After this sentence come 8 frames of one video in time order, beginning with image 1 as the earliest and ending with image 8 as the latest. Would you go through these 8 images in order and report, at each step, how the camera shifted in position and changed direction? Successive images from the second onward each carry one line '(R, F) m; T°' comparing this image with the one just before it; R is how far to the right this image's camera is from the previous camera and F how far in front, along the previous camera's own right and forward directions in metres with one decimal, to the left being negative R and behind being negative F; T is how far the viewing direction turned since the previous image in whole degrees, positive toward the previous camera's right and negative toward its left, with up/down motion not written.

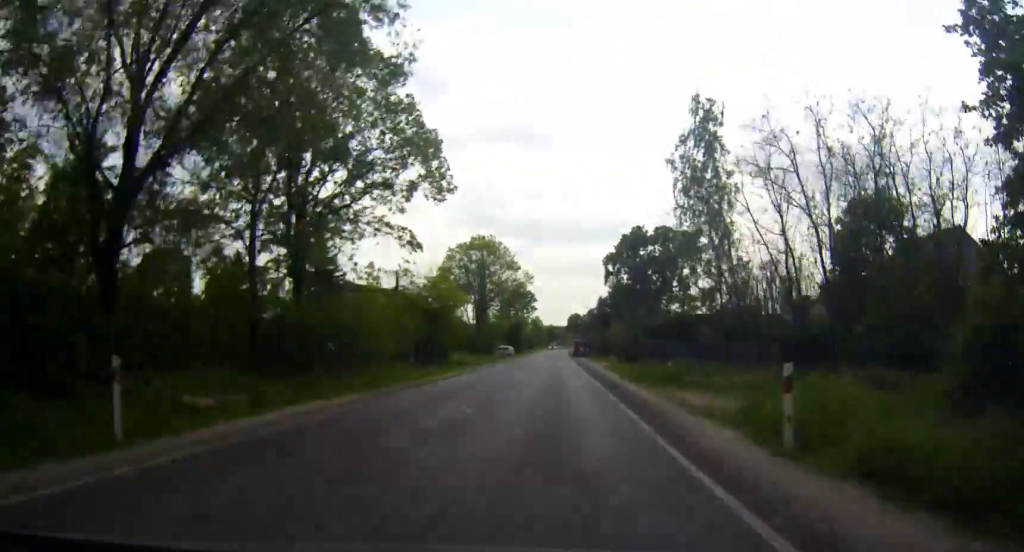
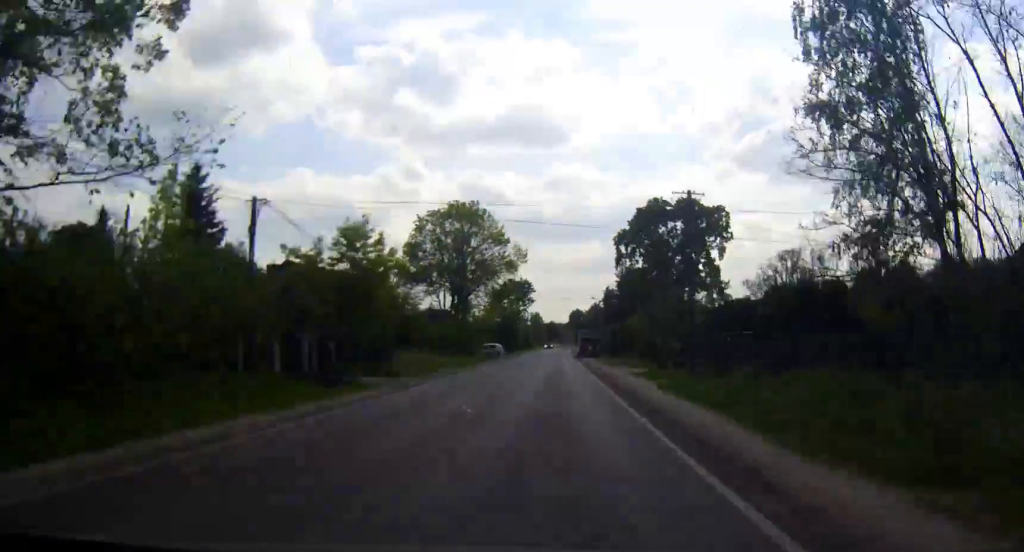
(+0.1, +23.7) m; 0°
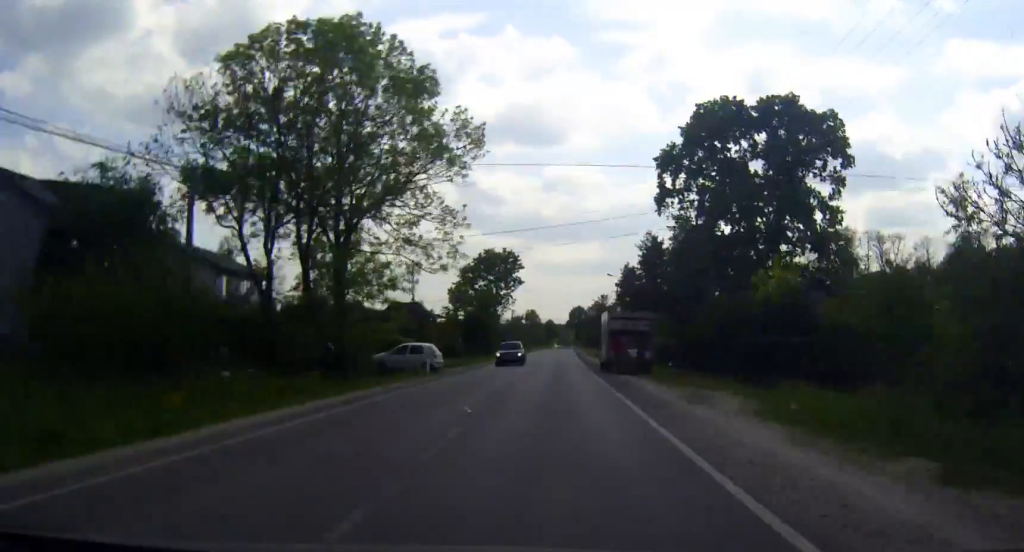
(0.0, +47.2) m; 0°
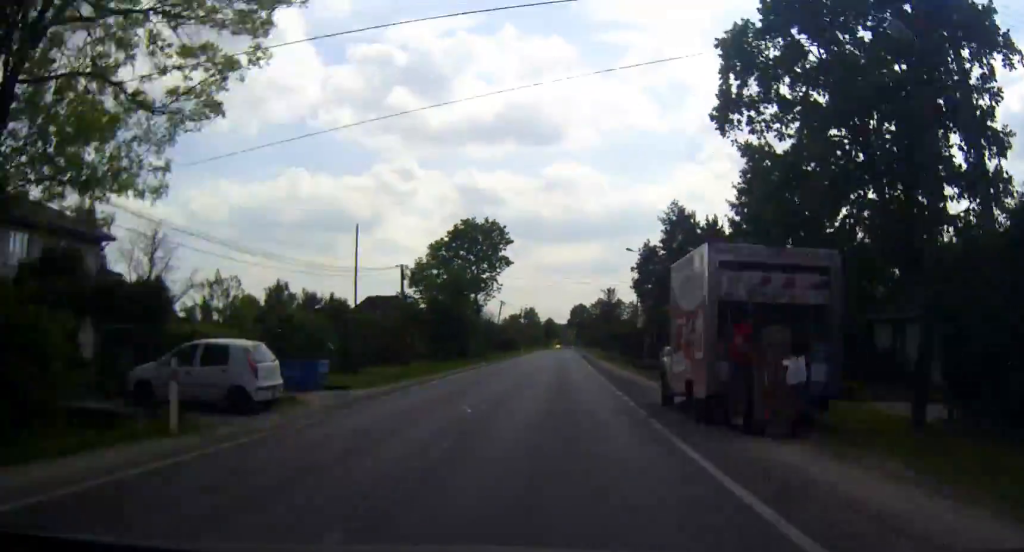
(-0.1, +25.0) m; 0°
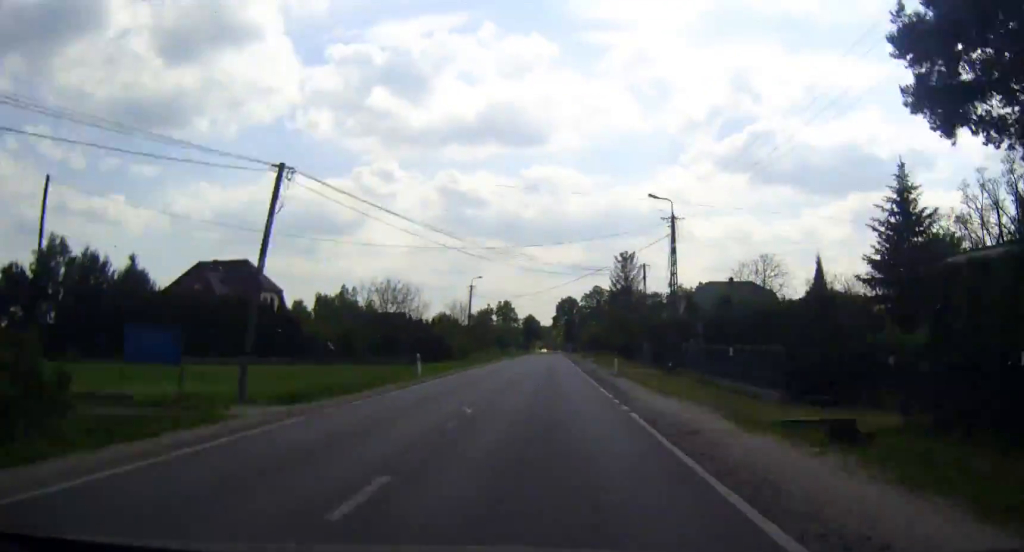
(+0.5, +76.1) m; 0°
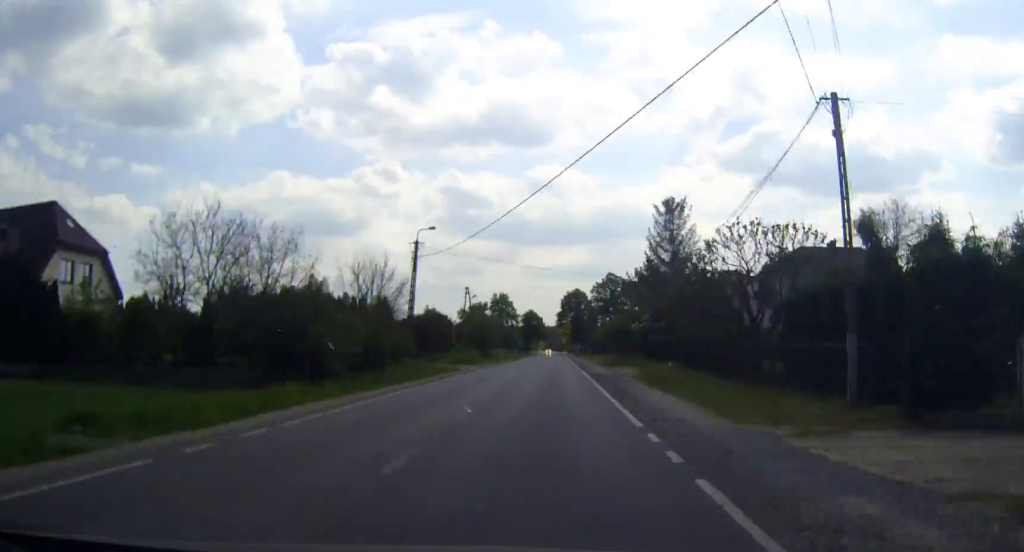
(0.0, +40.1) m; 0°
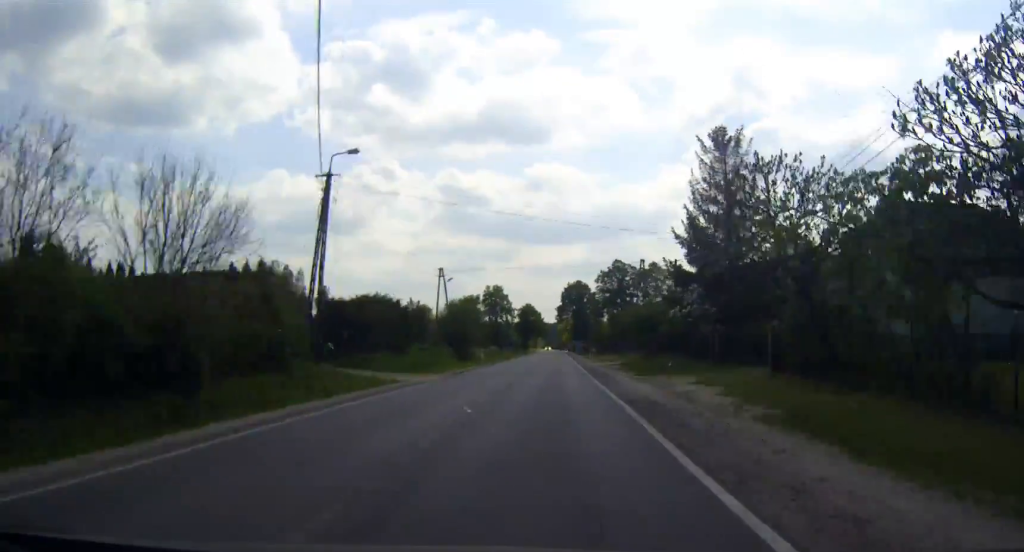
(0.0, +22.1) m; 0°
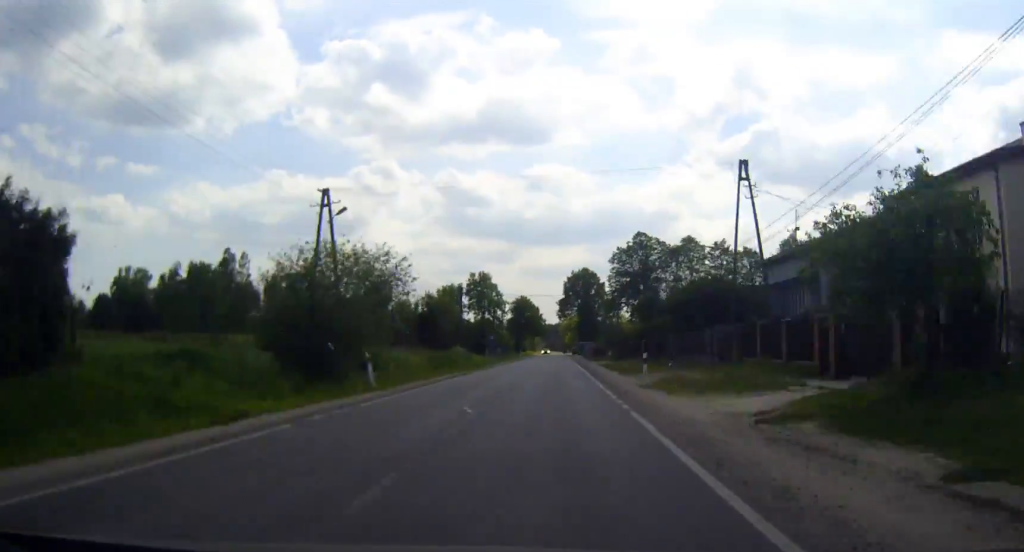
(-0.1, +40.1) m; 0°
